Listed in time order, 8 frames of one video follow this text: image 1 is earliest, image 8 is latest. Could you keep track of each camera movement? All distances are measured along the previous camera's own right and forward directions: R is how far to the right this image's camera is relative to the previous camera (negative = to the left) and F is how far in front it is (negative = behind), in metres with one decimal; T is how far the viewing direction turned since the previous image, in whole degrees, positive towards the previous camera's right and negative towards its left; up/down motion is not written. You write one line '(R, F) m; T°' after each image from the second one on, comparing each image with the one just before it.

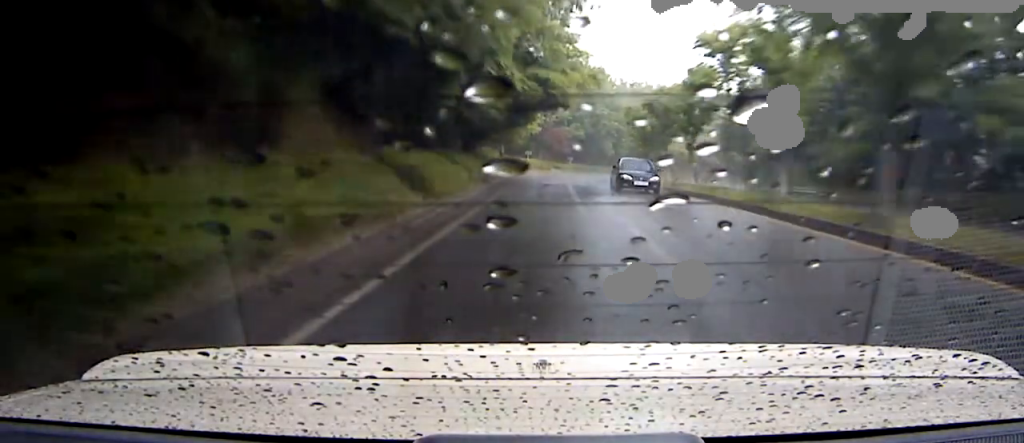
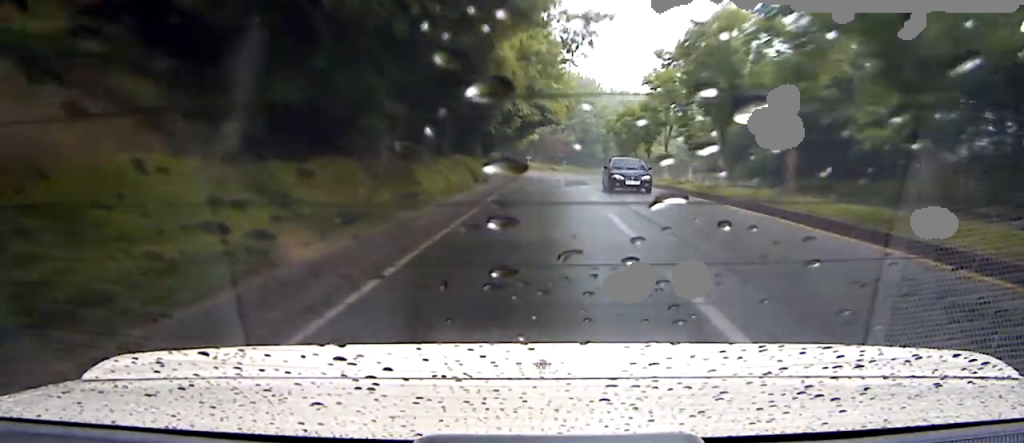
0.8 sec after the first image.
(-0.2, +3.8) m; -2°
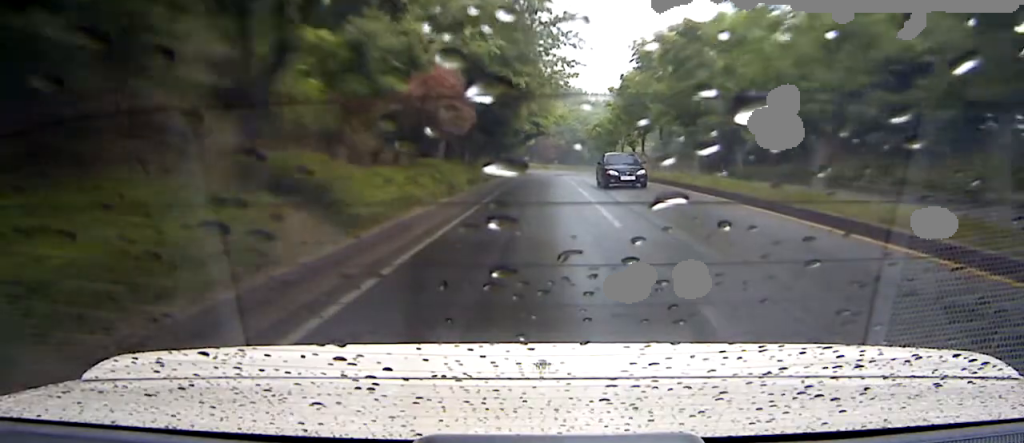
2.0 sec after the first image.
(+0.1, +5.5) m; +1°
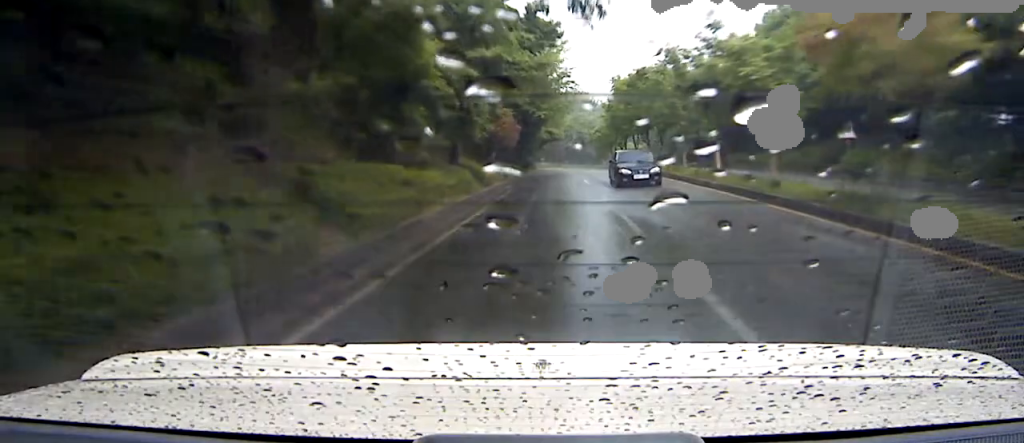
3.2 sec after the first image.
(-0.1, +5.5) m; -3°
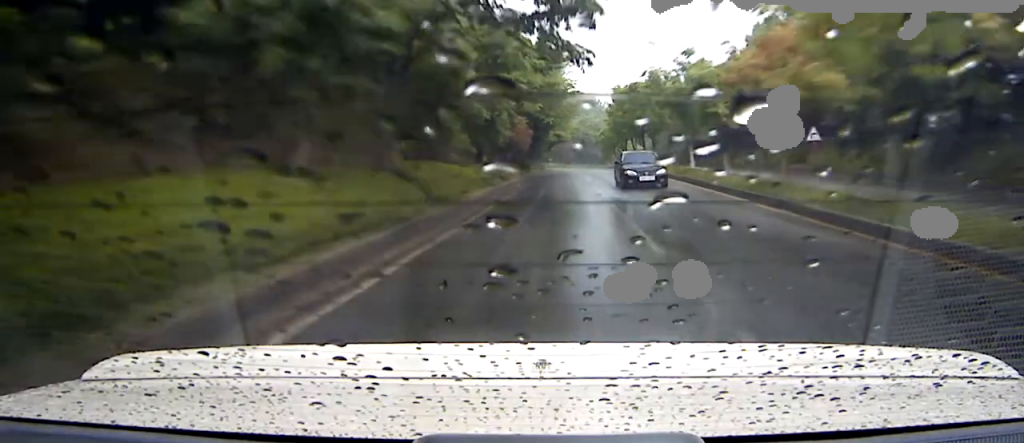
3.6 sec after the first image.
(0.0, +2.0) m; -1°
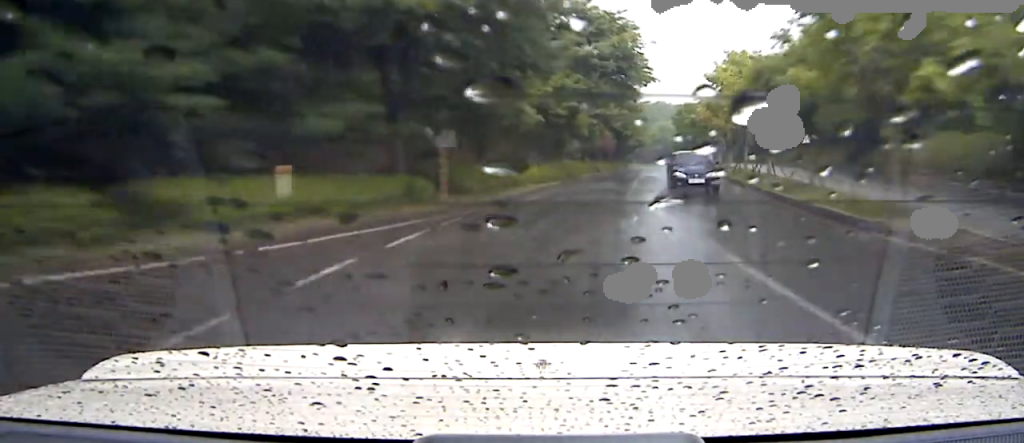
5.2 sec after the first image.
(0.0, +7.2) m; -3°
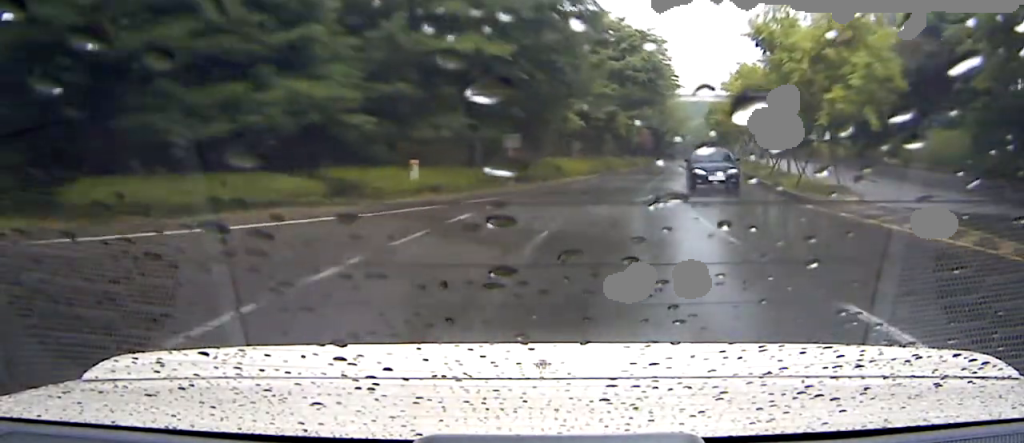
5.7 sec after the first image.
(+0.1, +2.2) m; -3°
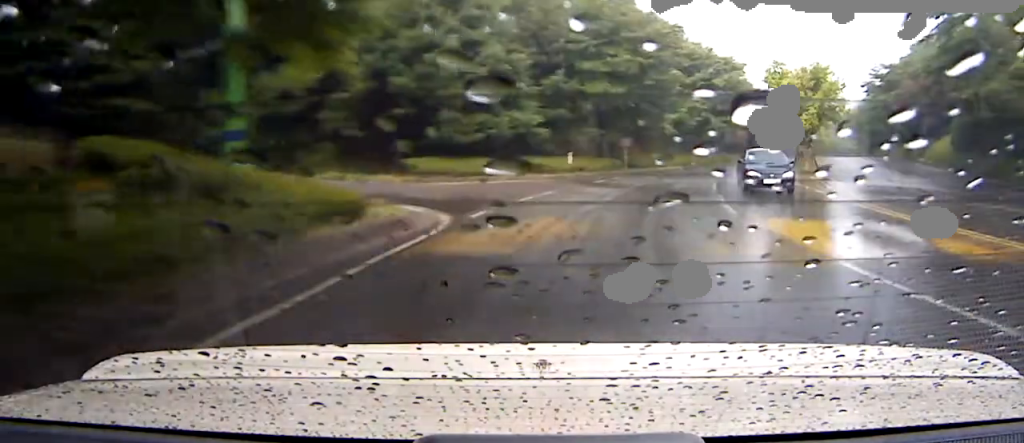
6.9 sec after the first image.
(-0.4, +4.7) m; -16°
